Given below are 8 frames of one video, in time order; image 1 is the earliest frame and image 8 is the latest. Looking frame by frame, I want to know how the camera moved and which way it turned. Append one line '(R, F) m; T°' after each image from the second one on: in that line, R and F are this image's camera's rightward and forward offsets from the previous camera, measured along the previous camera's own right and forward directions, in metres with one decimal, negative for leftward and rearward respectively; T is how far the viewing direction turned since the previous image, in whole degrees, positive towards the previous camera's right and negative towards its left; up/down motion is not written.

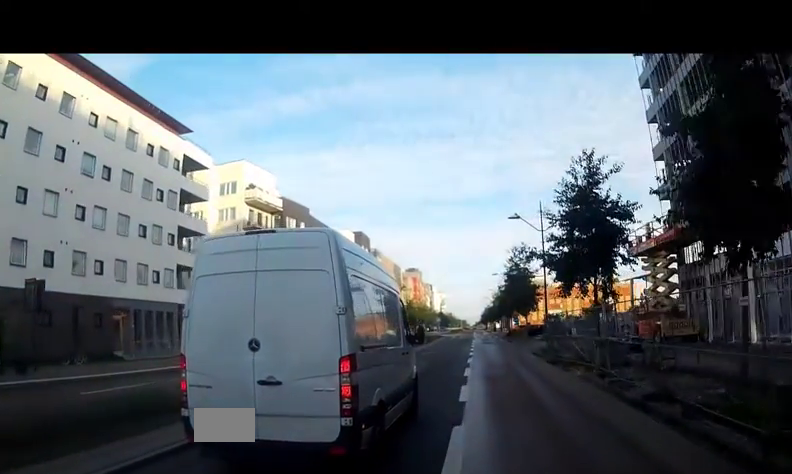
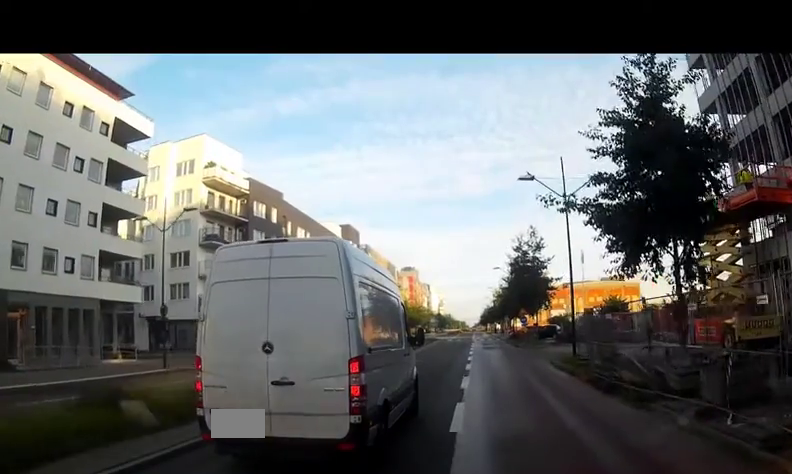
(0.0, +8.5) m; 0°
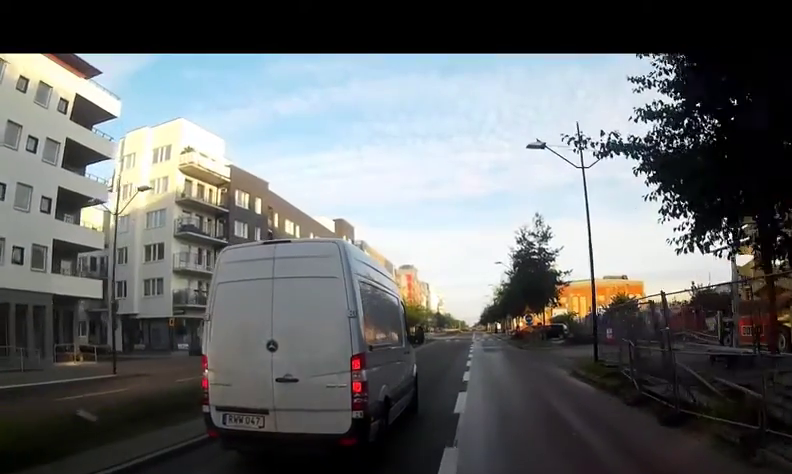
(0.0, +4.1) m; 0°
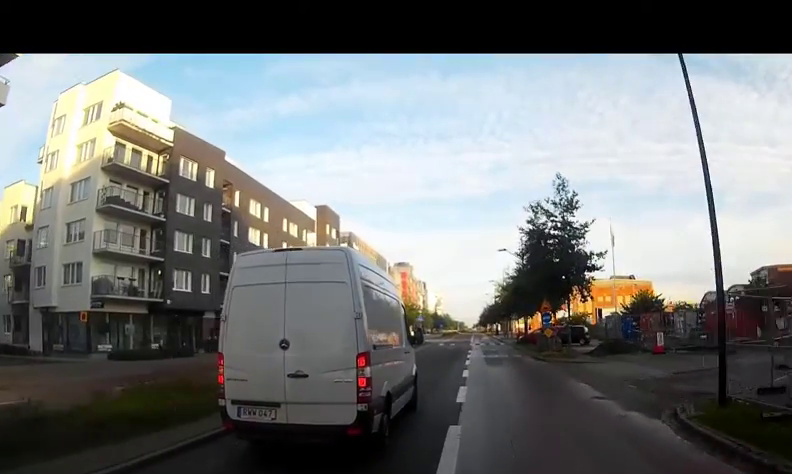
(0.0, +10.1) m; 0°
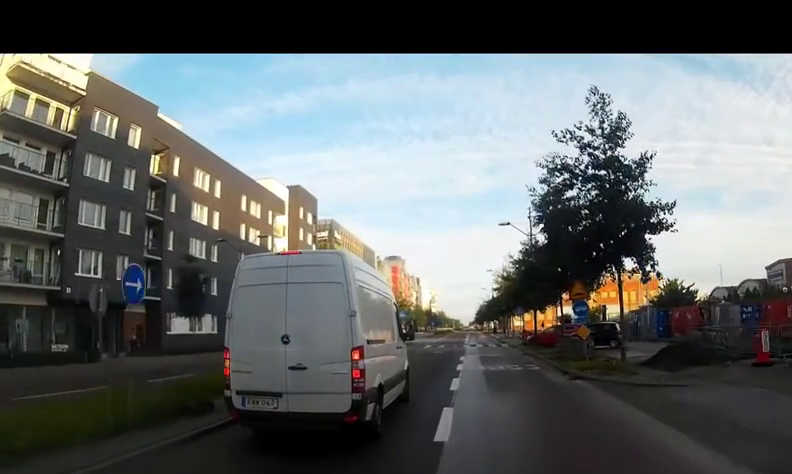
(-0.1, +10.3) m; -1°
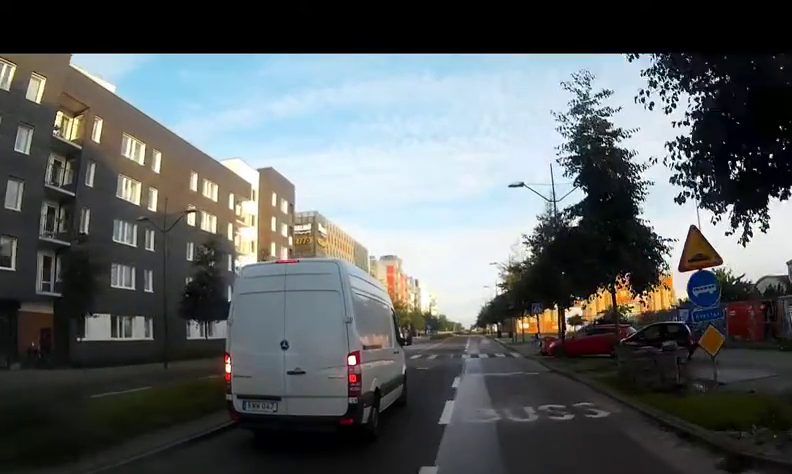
(-0.1, +10.0) m; -2°
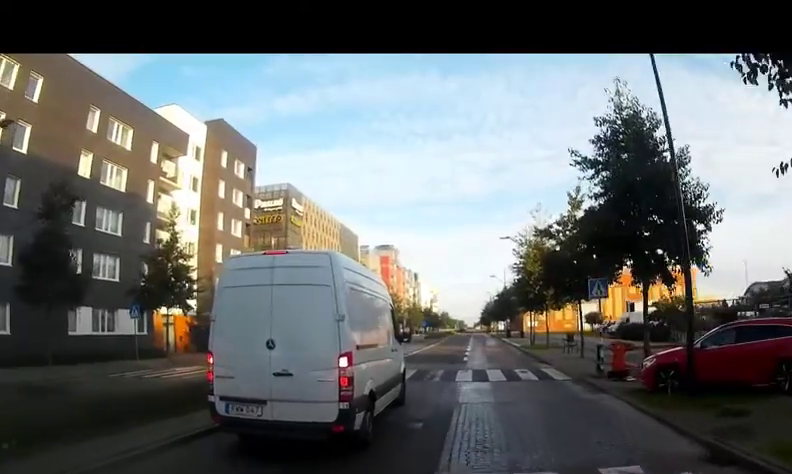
(-0.3, +14.3) m; -1°
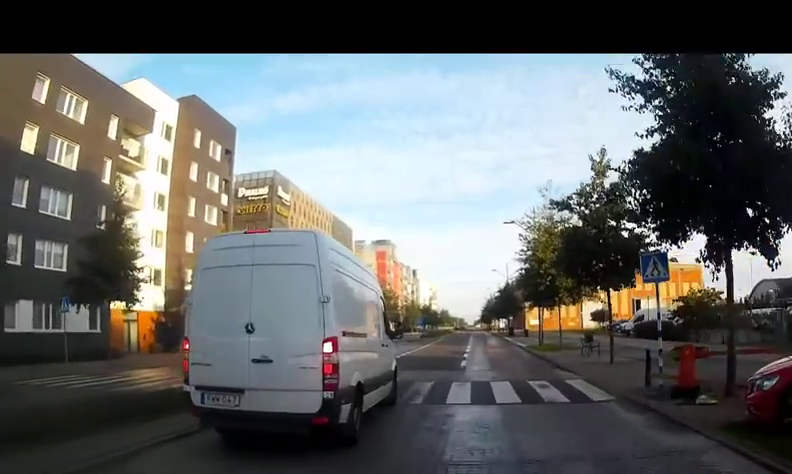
(0.0, +4.9) m; 0°
